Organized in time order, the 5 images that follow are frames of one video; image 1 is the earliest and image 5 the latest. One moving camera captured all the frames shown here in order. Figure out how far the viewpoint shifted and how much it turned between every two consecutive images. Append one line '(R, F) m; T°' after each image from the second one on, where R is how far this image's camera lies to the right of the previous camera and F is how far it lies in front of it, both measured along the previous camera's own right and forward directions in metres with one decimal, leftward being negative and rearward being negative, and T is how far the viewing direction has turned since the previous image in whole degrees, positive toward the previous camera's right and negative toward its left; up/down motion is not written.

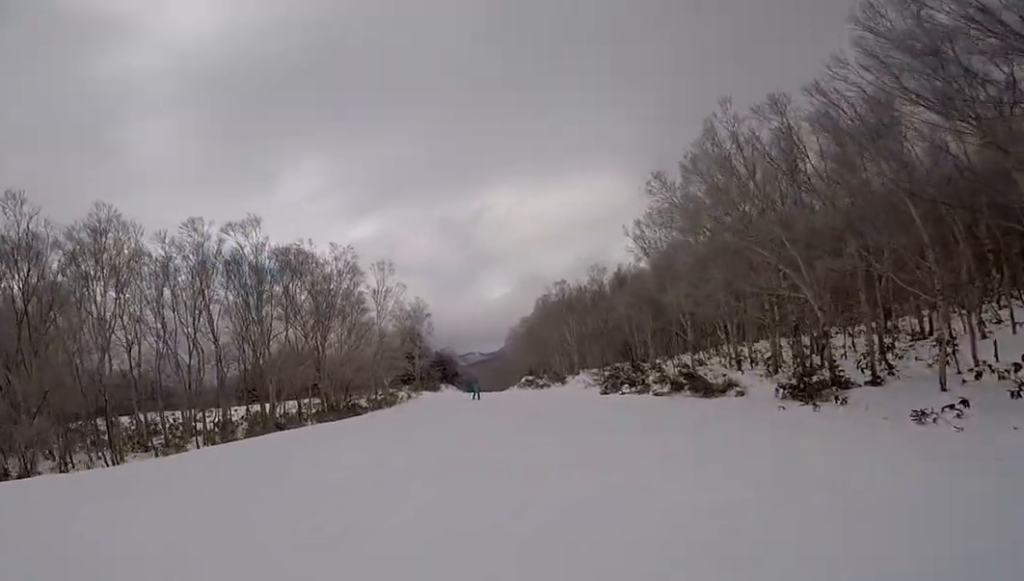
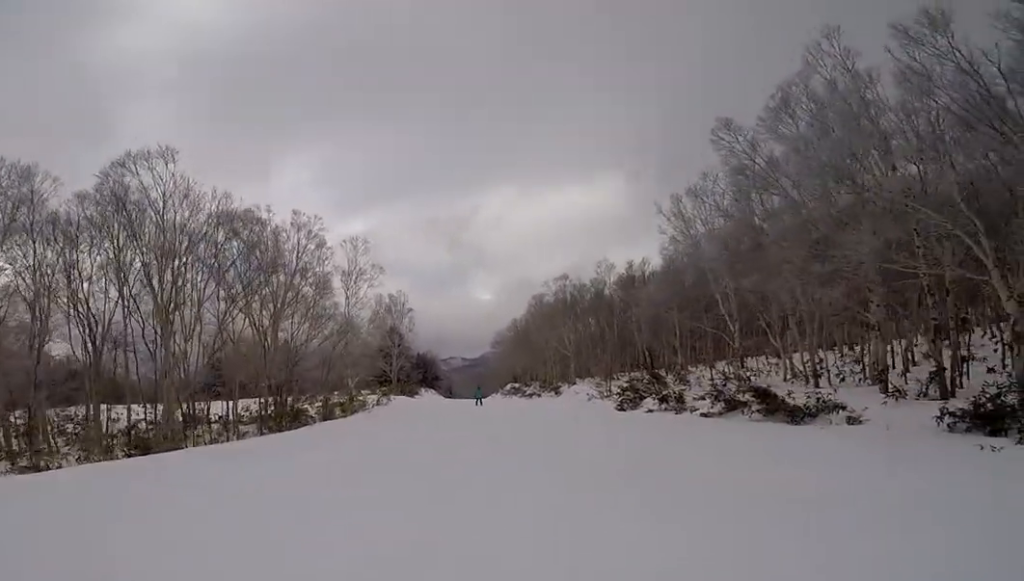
(+0.1, +6.8) m; +1°
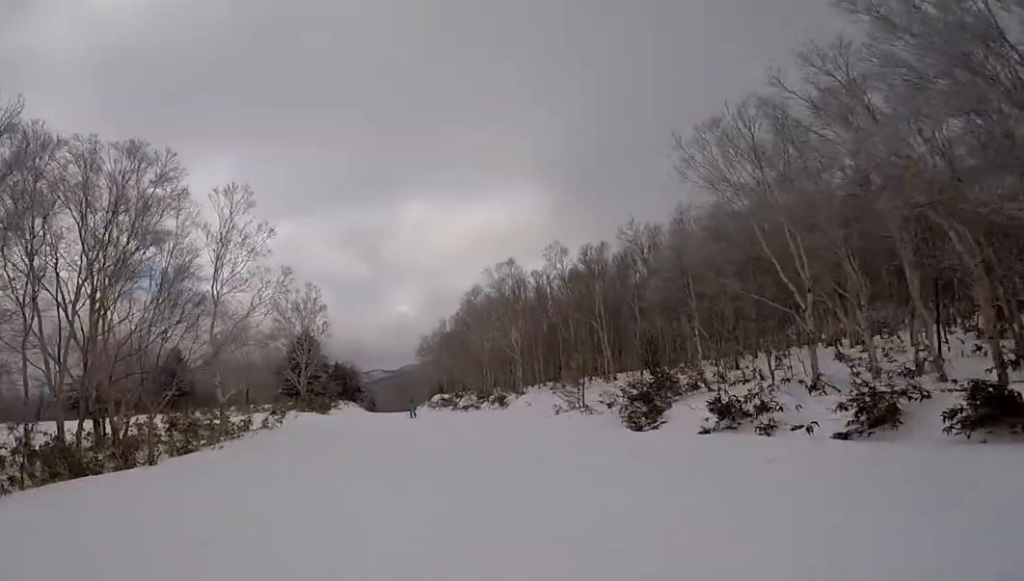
(+0.2, +9.7) m; +7°
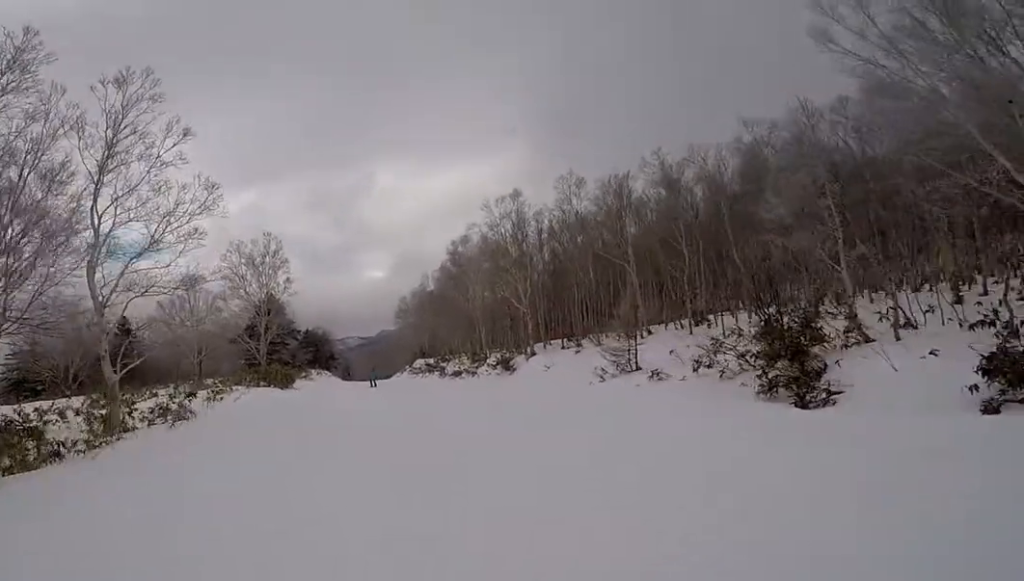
(+0.7, +6.7) m; -6°
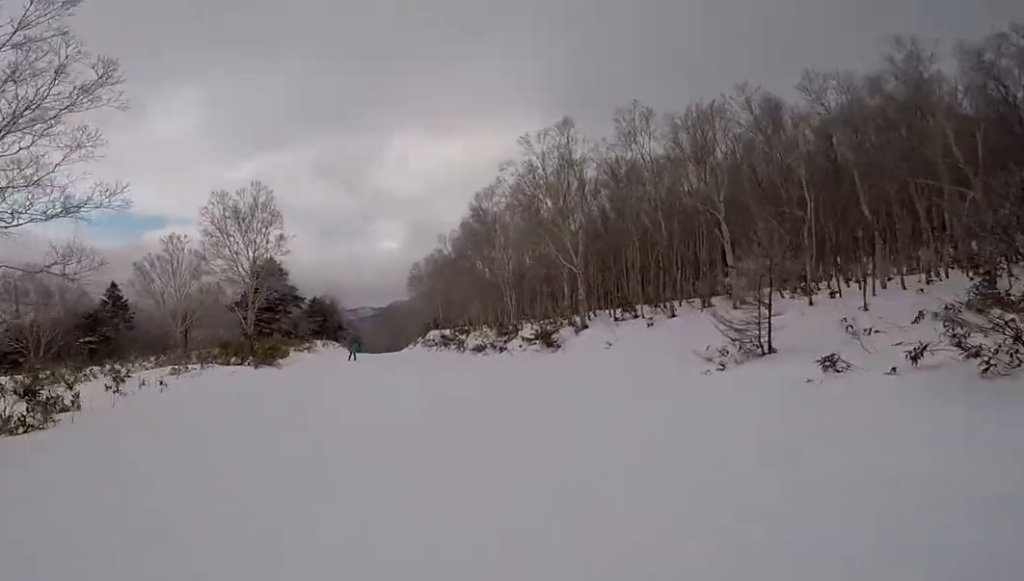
(-1.5, +5.8) m; 0°
